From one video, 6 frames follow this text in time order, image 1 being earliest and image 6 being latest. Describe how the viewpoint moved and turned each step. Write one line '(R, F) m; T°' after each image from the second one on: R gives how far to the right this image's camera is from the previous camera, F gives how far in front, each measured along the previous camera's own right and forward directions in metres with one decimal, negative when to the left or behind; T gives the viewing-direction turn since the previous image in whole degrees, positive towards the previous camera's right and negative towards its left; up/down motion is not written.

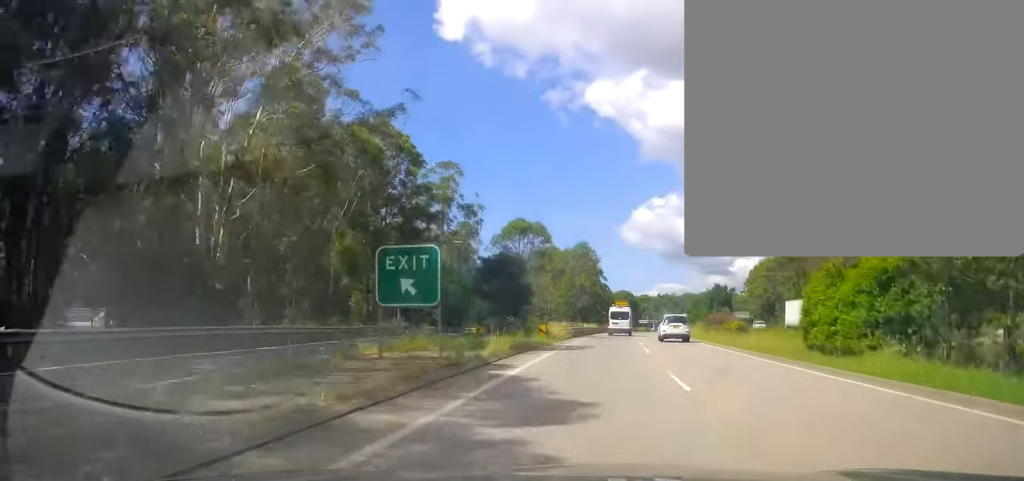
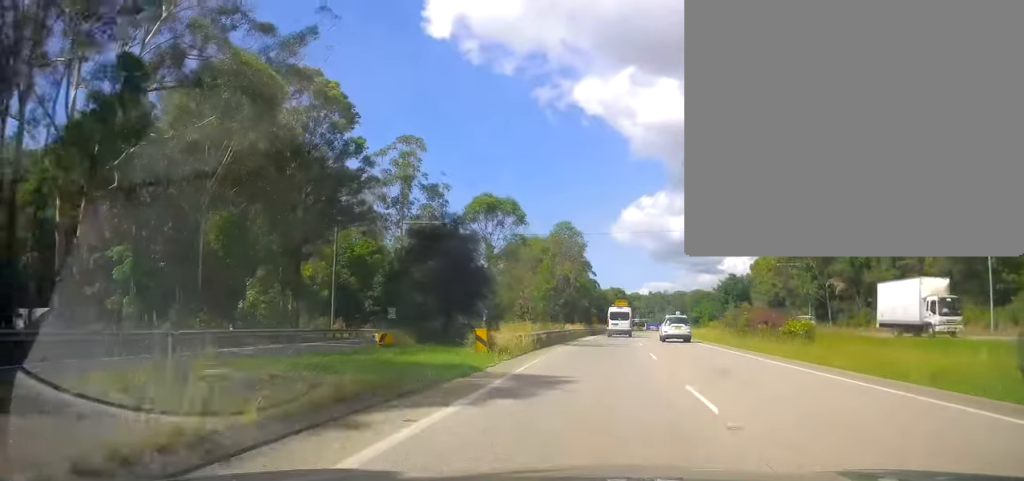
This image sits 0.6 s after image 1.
(0.0, +14.8) m; +1°
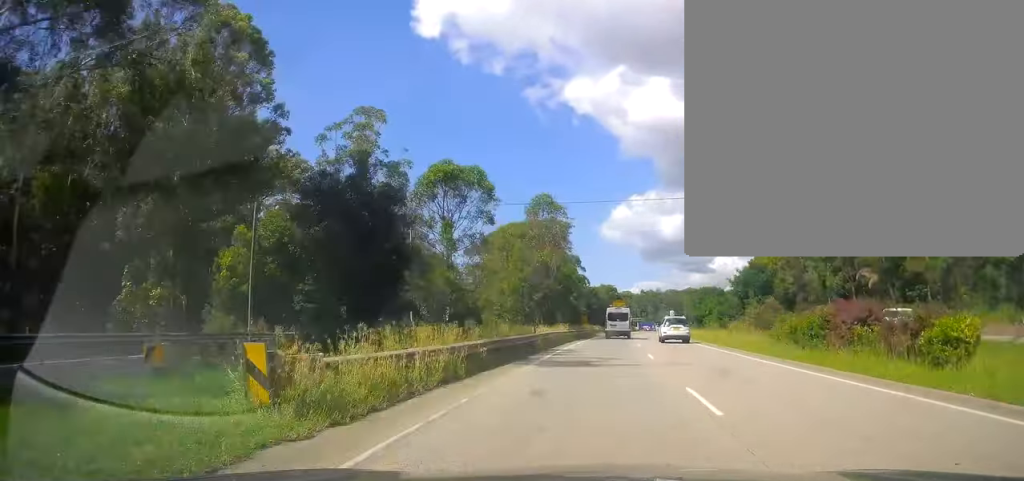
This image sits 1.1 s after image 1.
(+0.5, +12.2) m; +1°
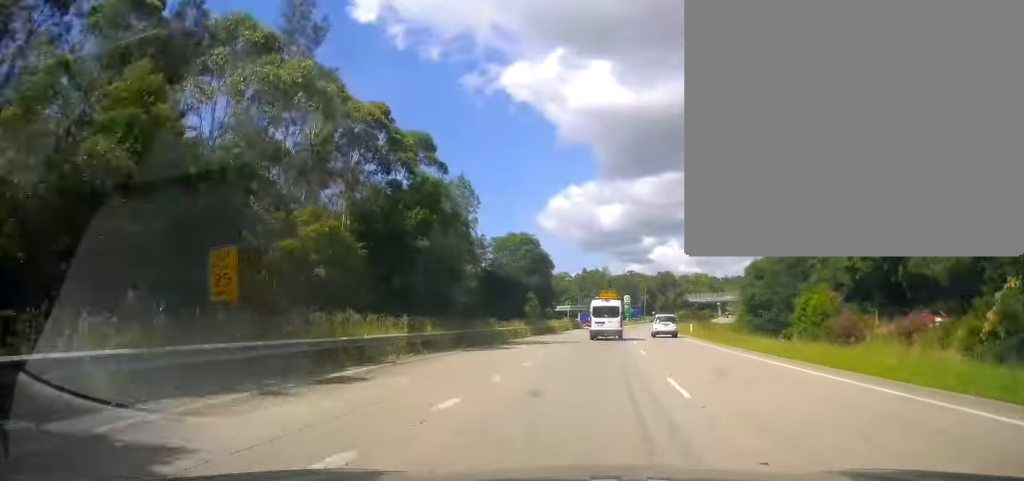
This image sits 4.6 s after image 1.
(+3.5, +83.6) m; +6°
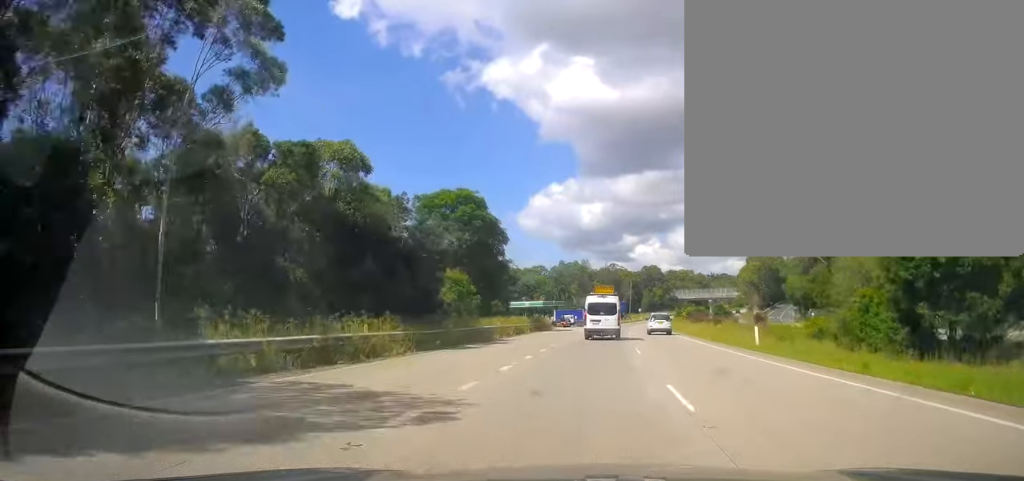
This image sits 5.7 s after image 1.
(+0.7, +26.1) m; +1°
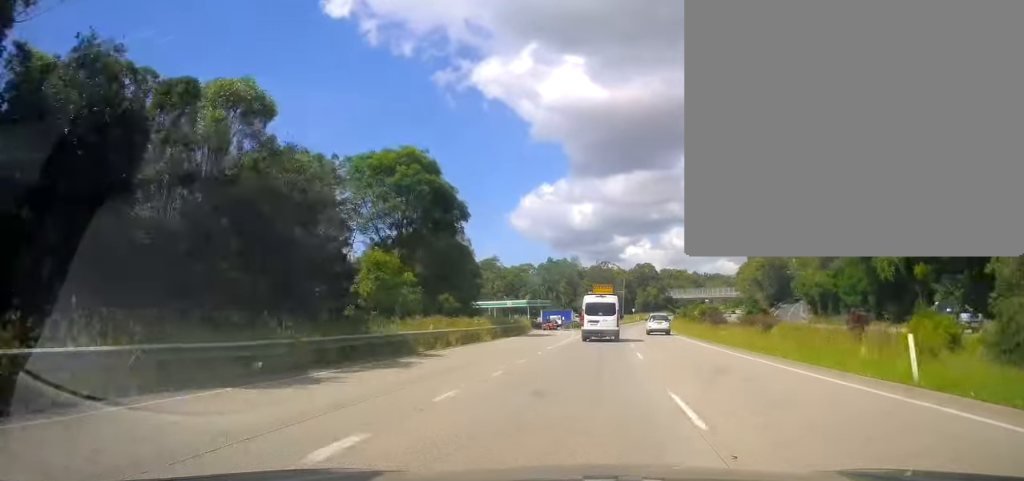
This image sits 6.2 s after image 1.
(-0.1, +13.5) m; 0°
